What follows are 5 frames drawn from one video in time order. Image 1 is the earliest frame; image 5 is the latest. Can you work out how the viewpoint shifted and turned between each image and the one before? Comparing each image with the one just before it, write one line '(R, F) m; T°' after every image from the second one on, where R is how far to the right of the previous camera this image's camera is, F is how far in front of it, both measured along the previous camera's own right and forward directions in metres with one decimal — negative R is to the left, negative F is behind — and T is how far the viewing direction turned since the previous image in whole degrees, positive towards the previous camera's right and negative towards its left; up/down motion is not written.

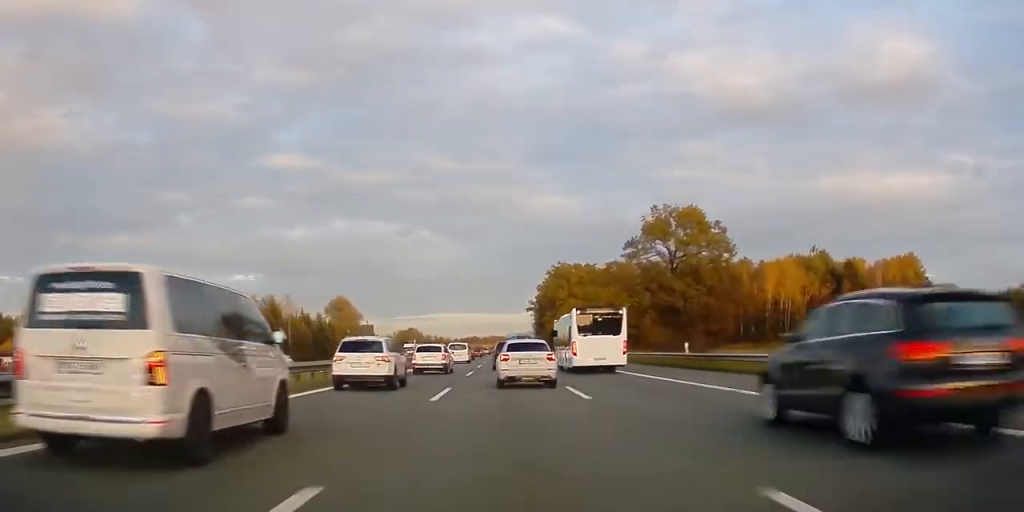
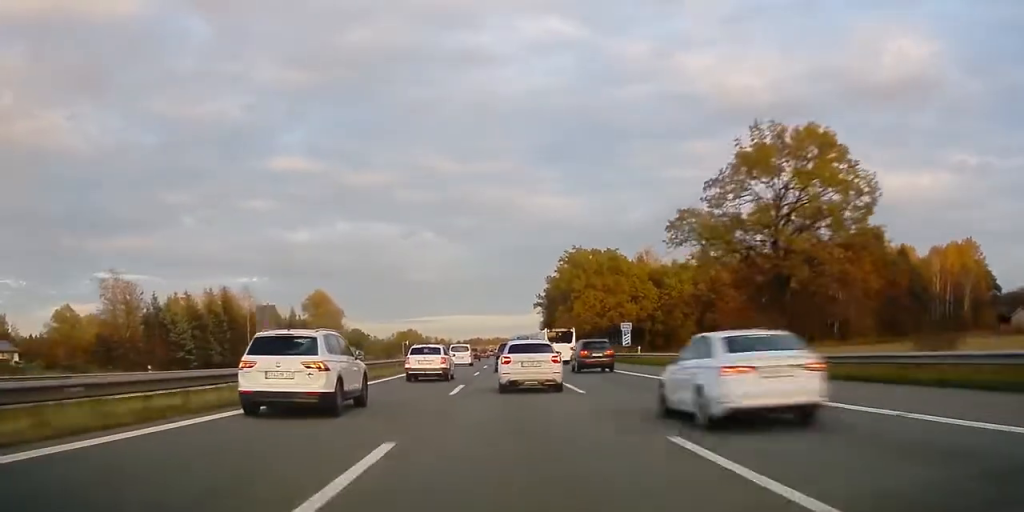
(-0.2, +35.1) m; 0°
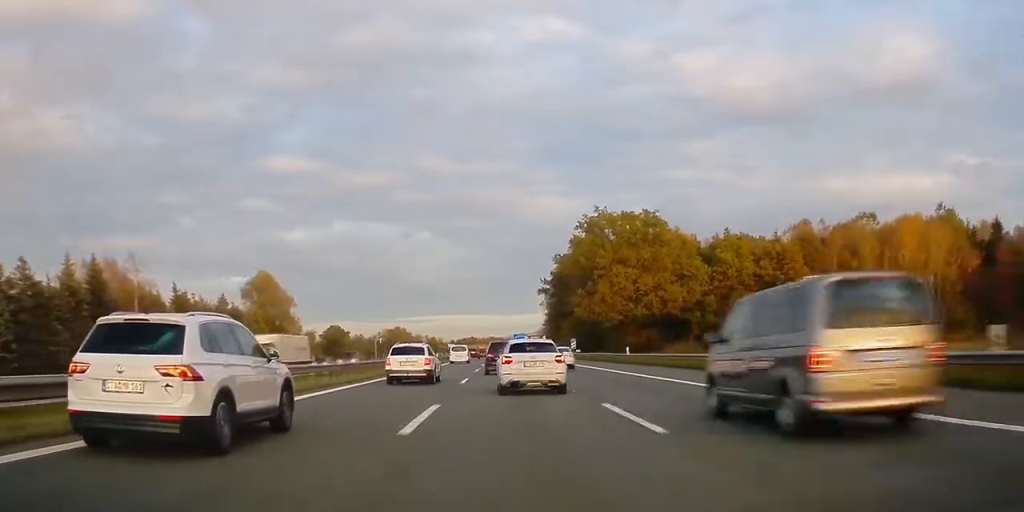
(+0.1, +46.8) m; +1°
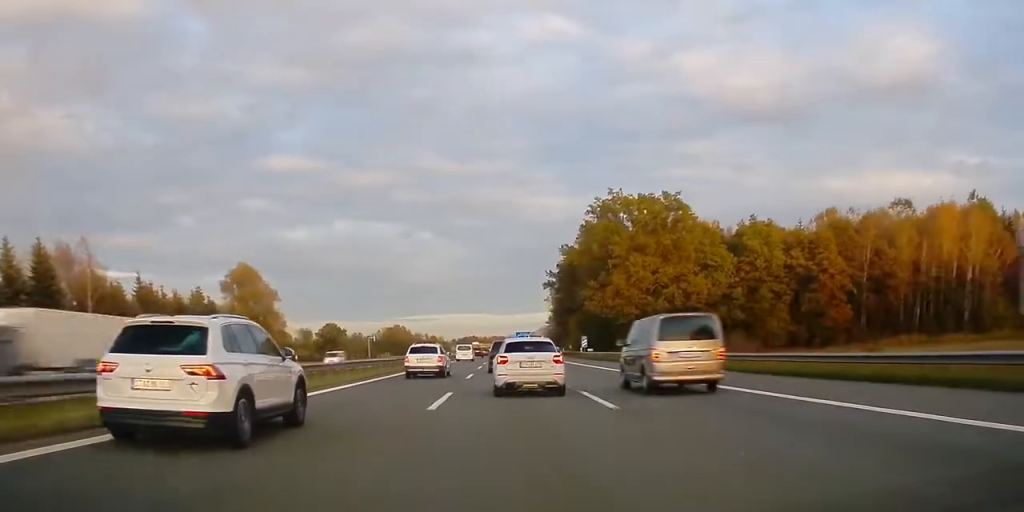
(+0.2, +15.1) m; 0°
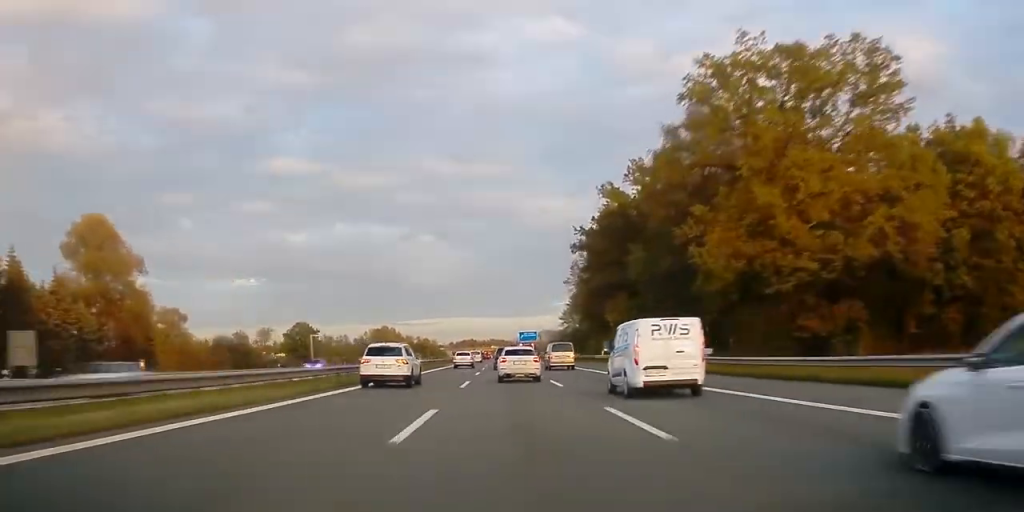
(-0.1, +66.0) m; 0°
